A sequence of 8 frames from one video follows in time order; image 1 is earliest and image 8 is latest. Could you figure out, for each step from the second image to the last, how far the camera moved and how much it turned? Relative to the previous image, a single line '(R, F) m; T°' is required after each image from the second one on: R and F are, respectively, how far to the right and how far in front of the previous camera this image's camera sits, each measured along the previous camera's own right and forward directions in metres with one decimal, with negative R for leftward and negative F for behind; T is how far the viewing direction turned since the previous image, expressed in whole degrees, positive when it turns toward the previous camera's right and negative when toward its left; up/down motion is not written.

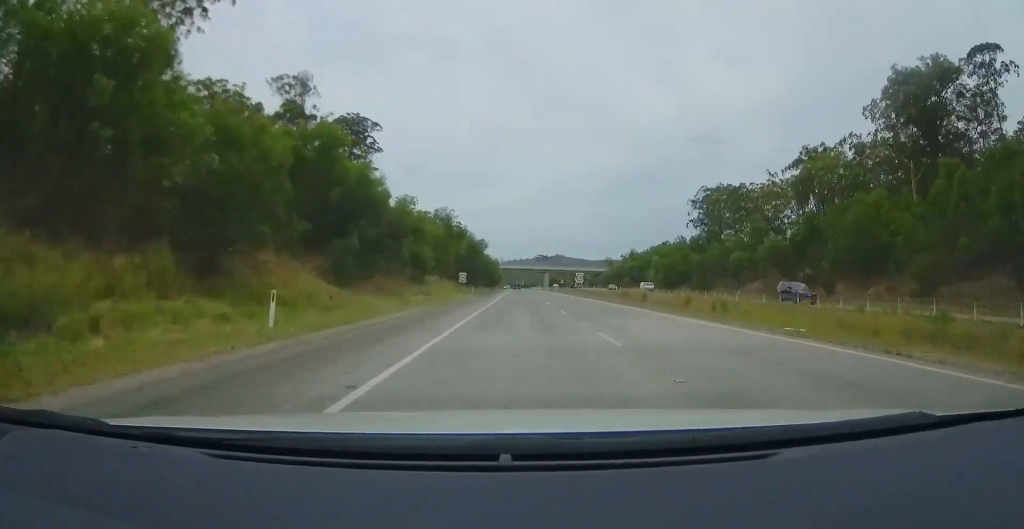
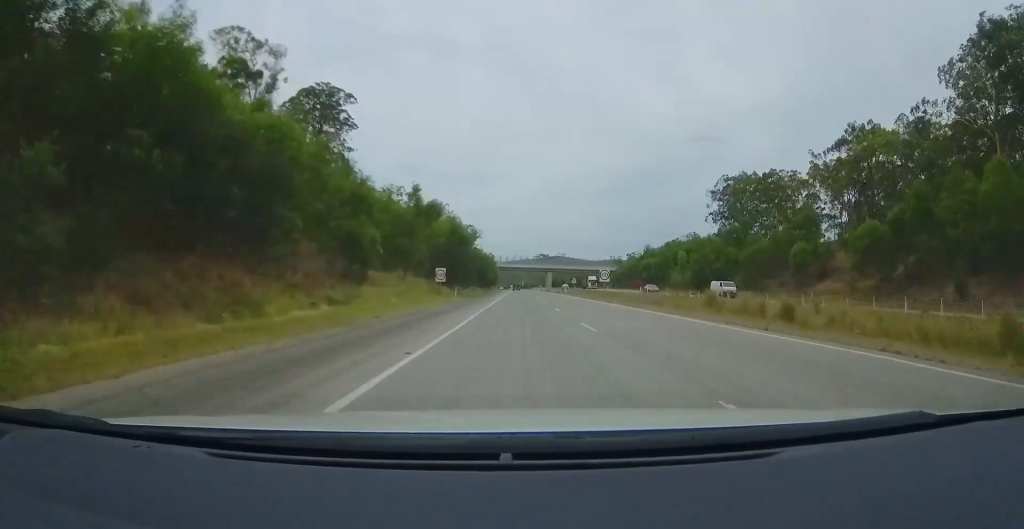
(-0.3, +21.0) m; 0°
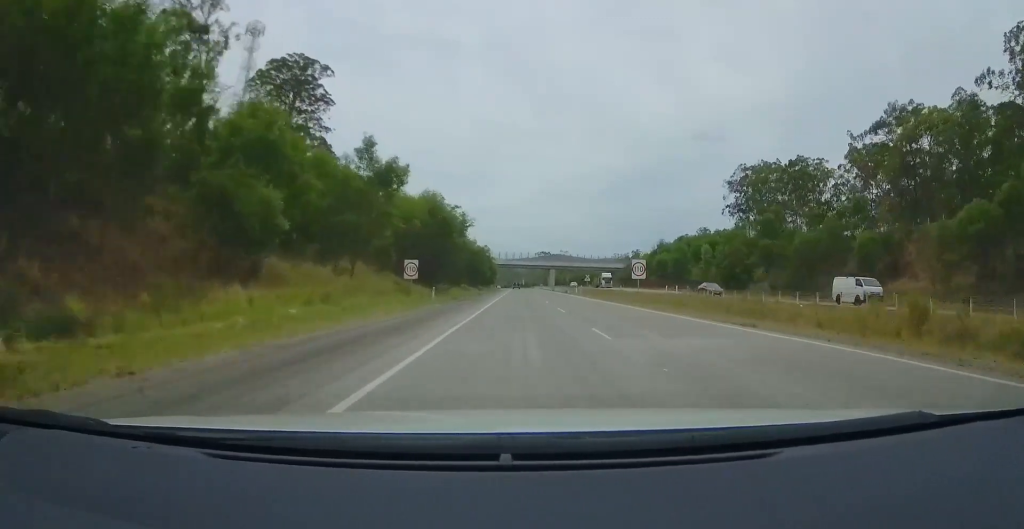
(-0.4, +14.8) m; 0°
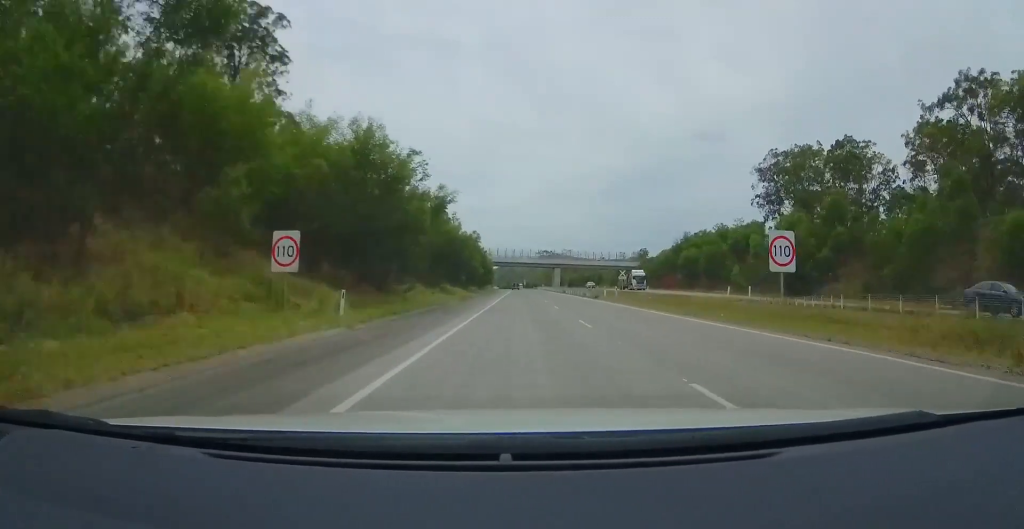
(+0.5, +19.6) m; 0°
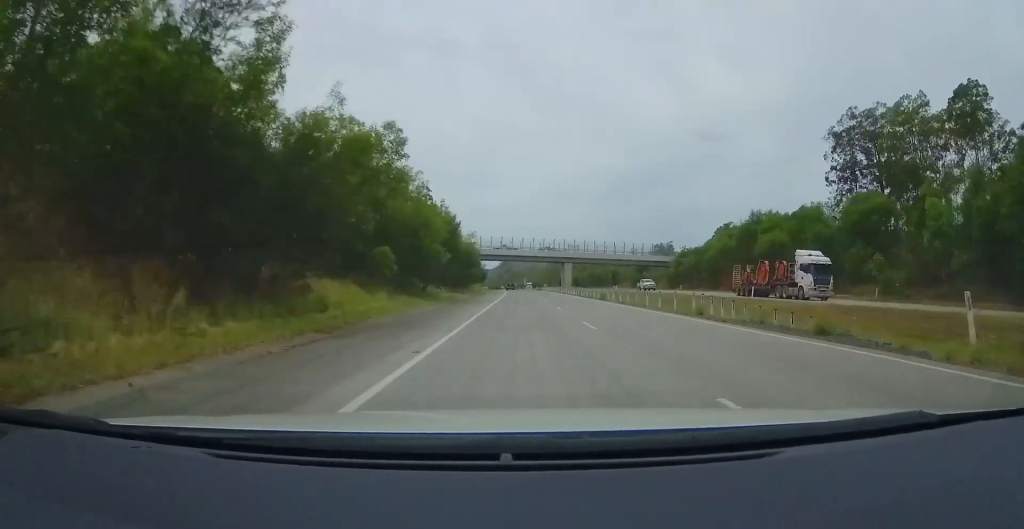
(-0.5, +36.5) m; -1°
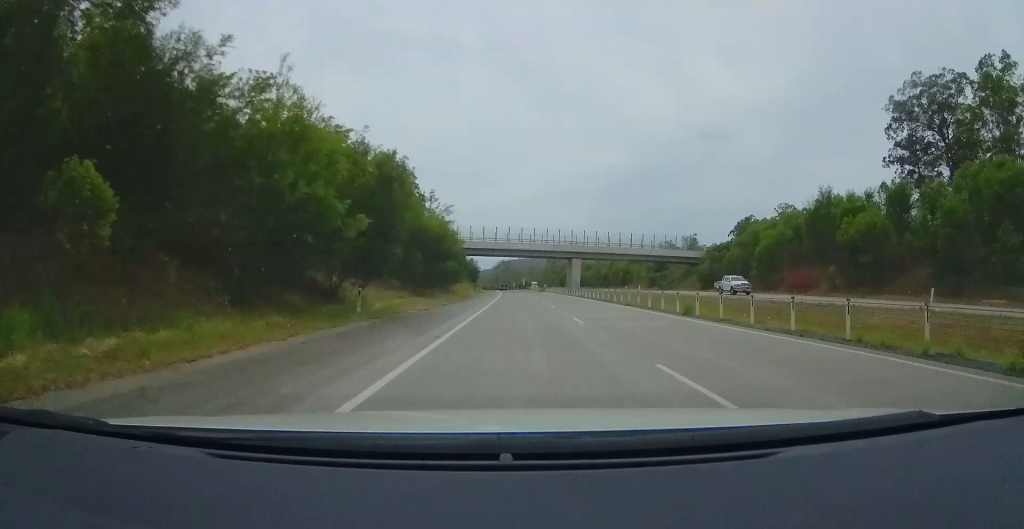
(0.0, +21.8) m; +1°
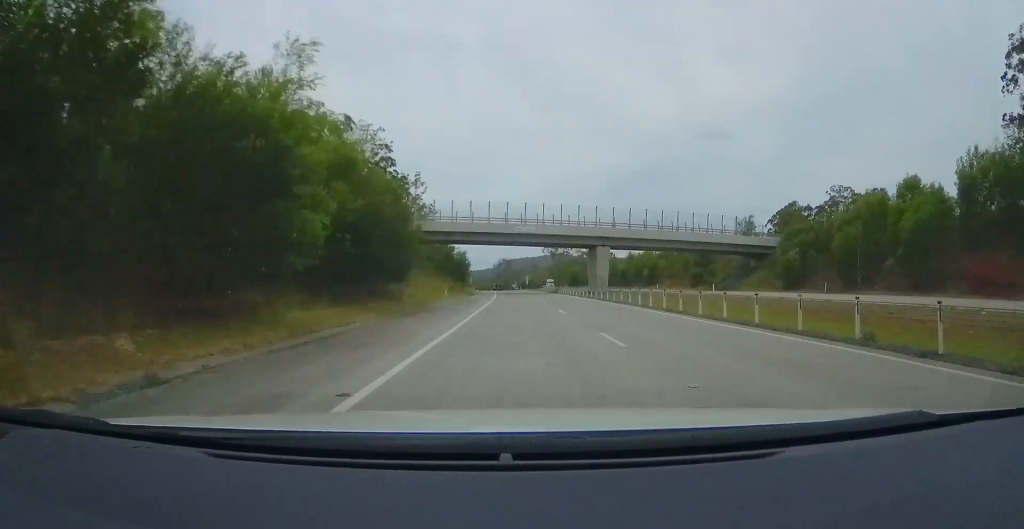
(+0.6, +30.2) m; +2°
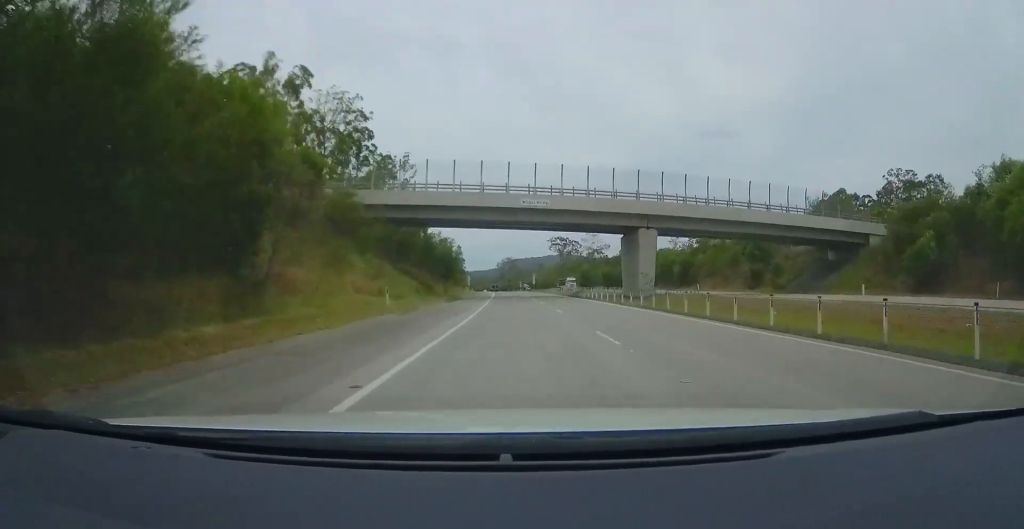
(+0.3, +23.0) m; +1°
